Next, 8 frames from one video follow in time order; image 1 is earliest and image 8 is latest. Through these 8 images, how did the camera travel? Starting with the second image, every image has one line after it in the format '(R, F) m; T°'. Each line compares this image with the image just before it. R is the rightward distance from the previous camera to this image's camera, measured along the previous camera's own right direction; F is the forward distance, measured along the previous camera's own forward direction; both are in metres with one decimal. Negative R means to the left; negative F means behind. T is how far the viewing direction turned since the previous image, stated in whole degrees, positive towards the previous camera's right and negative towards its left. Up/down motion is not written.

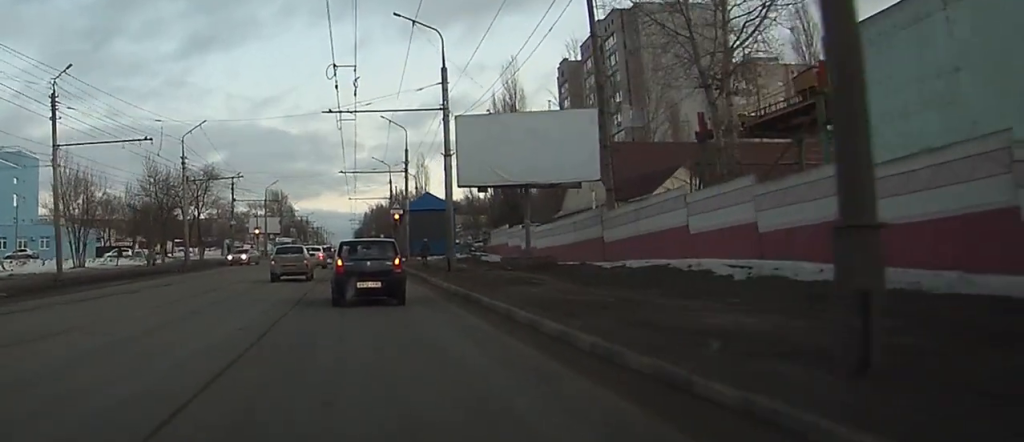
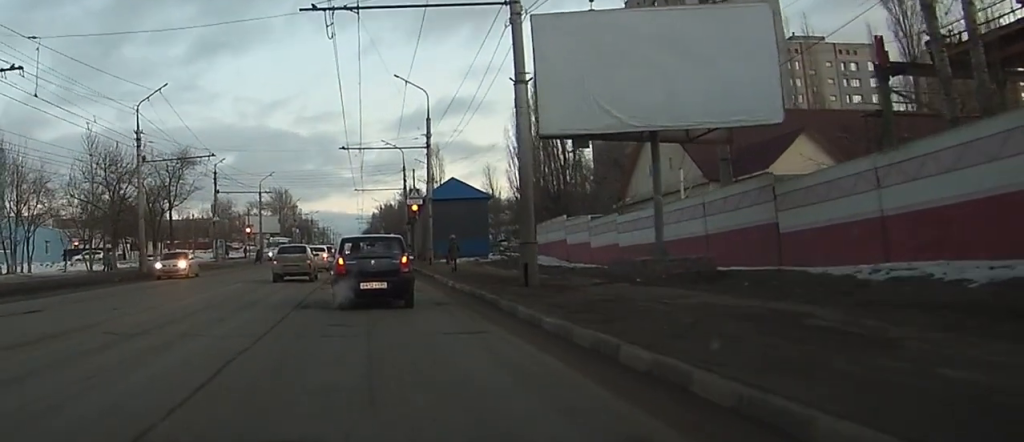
(-0.5, +16.4) m; 0°
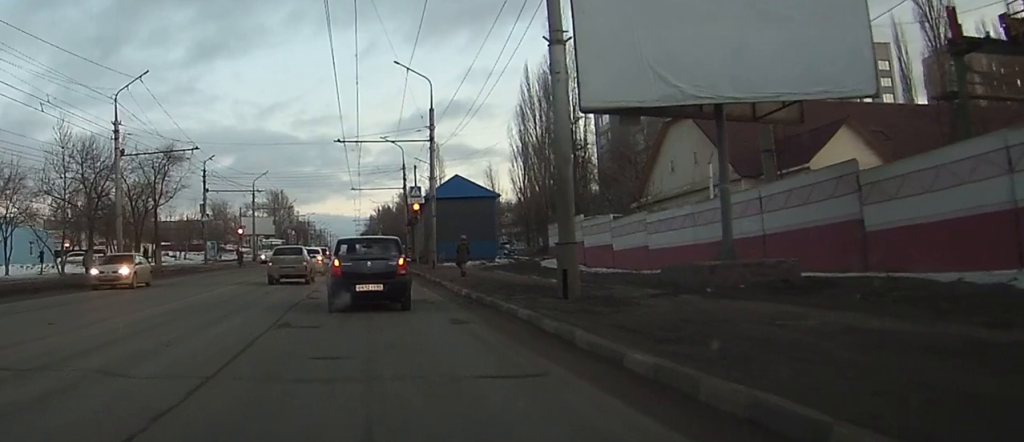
(+0.1, +4.1) m; 0°
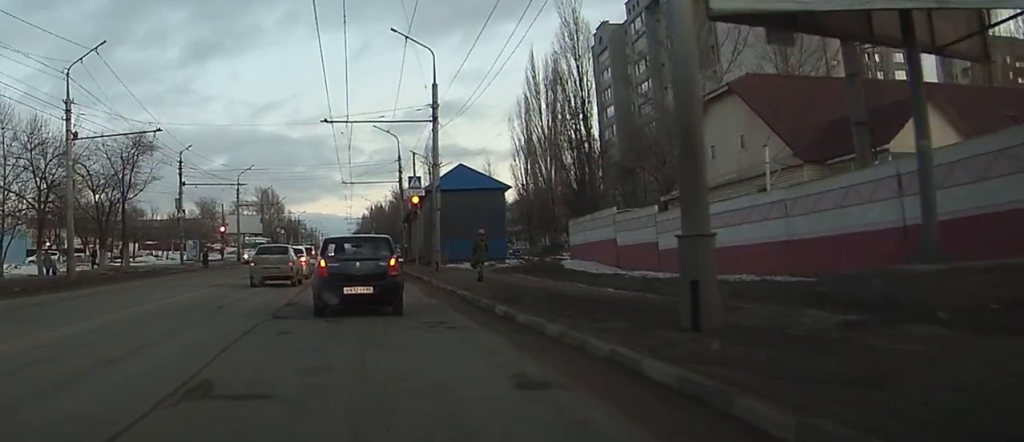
(-0.3, +6.3) m; -1°
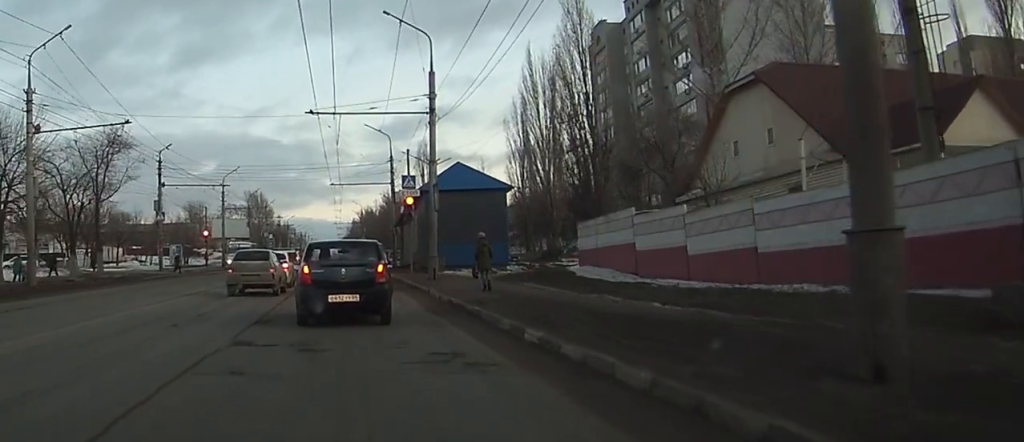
(+0.1, +3.7) m; +2°
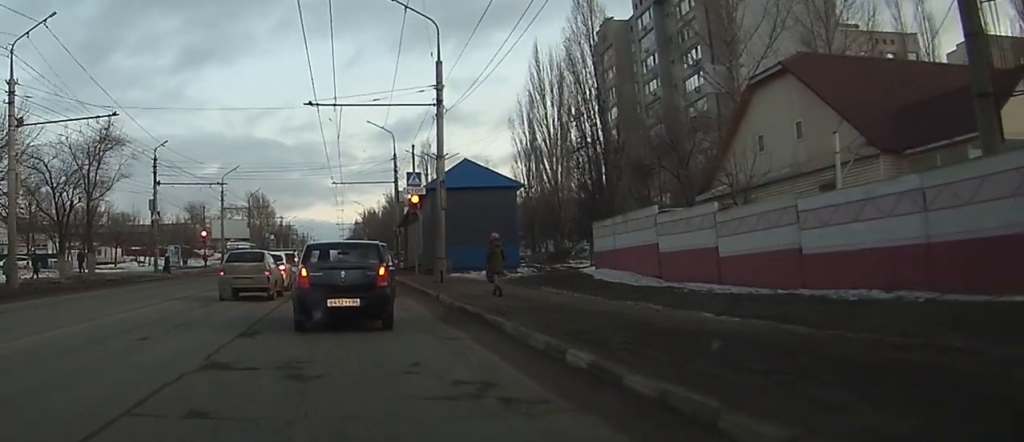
(+0.1, +2.3) m; +1°
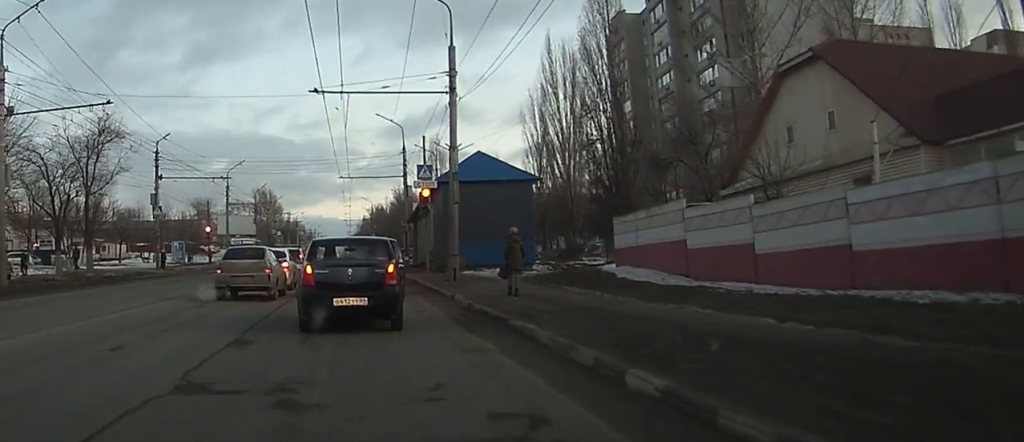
(-0.1, +1.8) m; -1°
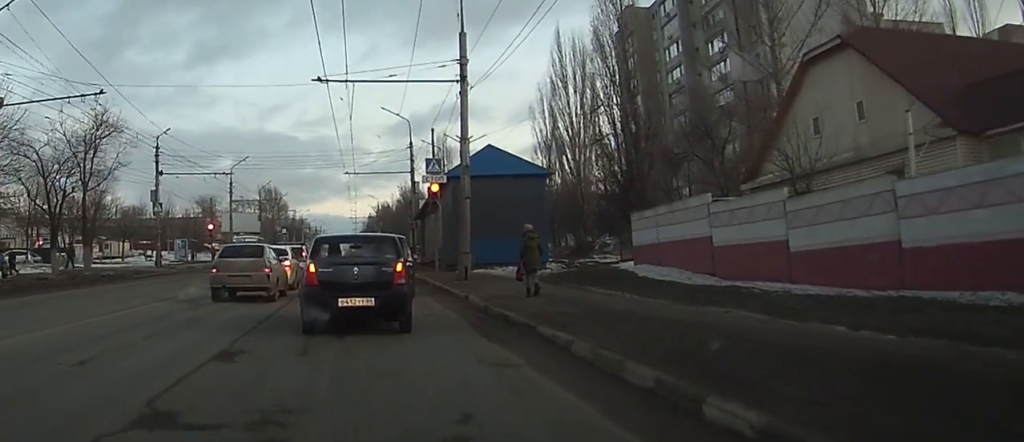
(0.0, +1.7) m; -1°
